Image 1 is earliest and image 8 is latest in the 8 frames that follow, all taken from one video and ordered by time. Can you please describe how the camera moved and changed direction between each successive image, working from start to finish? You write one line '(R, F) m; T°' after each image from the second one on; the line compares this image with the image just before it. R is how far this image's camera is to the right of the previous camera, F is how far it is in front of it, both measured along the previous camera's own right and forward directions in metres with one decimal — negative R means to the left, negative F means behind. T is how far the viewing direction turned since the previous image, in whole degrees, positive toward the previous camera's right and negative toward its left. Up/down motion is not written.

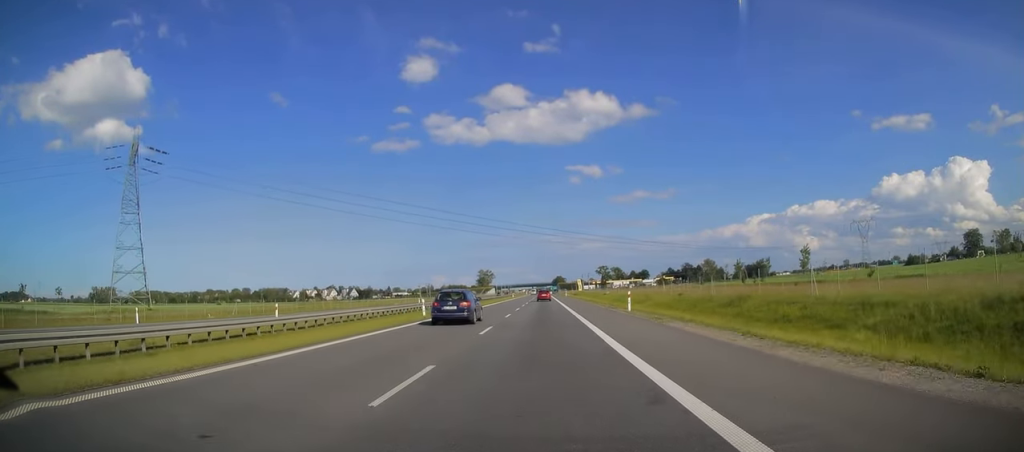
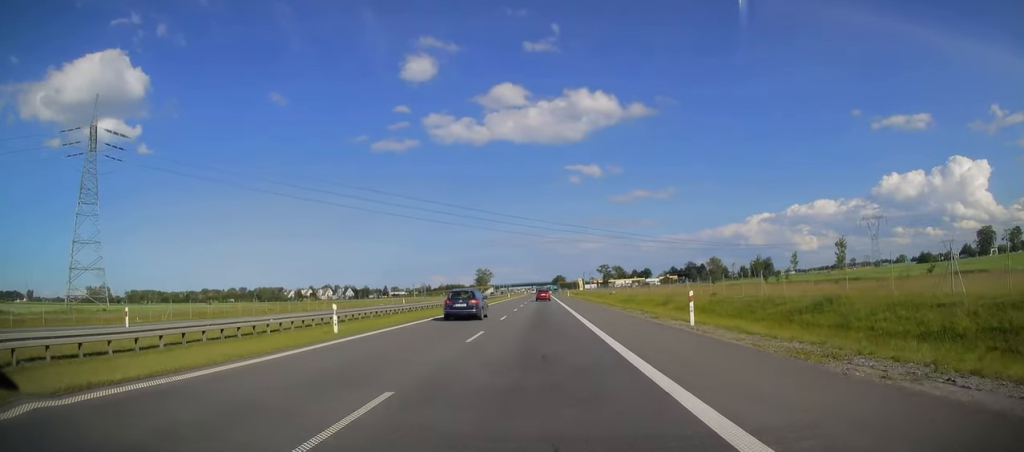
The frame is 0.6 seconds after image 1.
(-0.1, +15.0) m; 0°
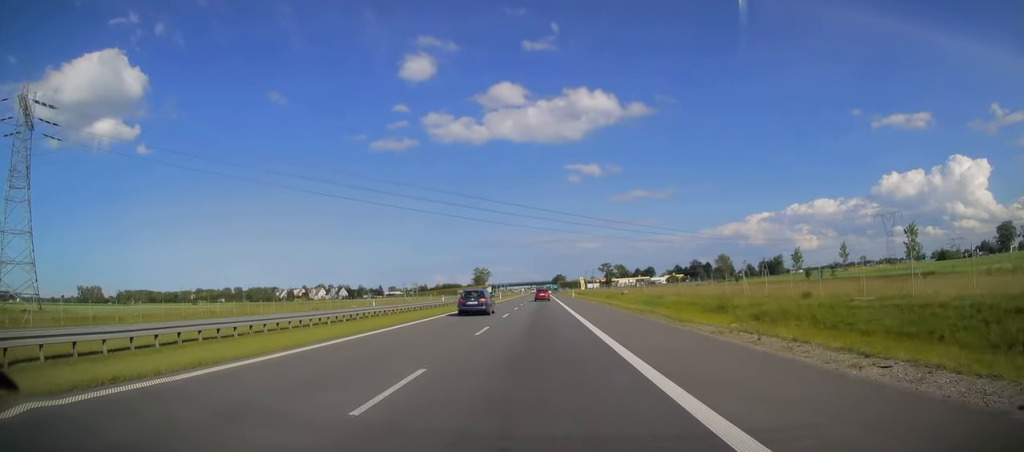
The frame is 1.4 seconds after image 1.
(+0.1, +21.5) m; 0°
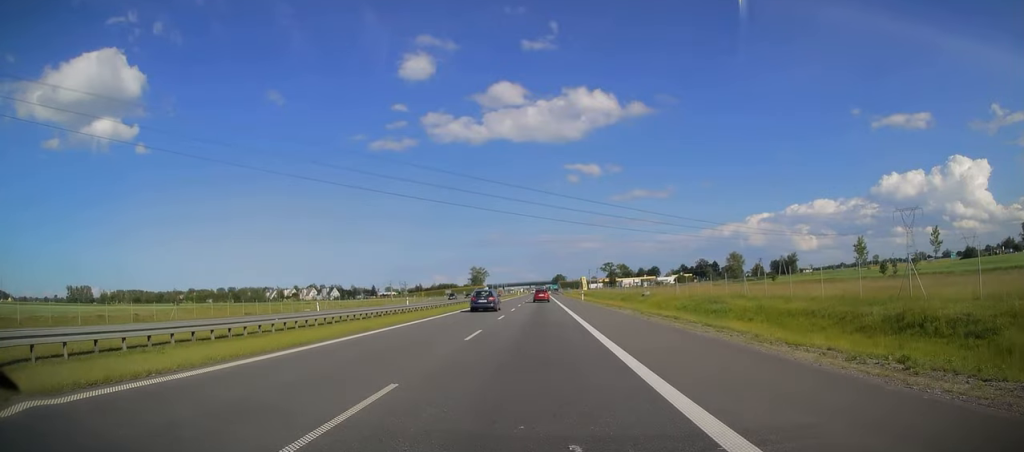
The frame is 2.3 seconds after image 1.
(+0.1, +25.6) m; 0°
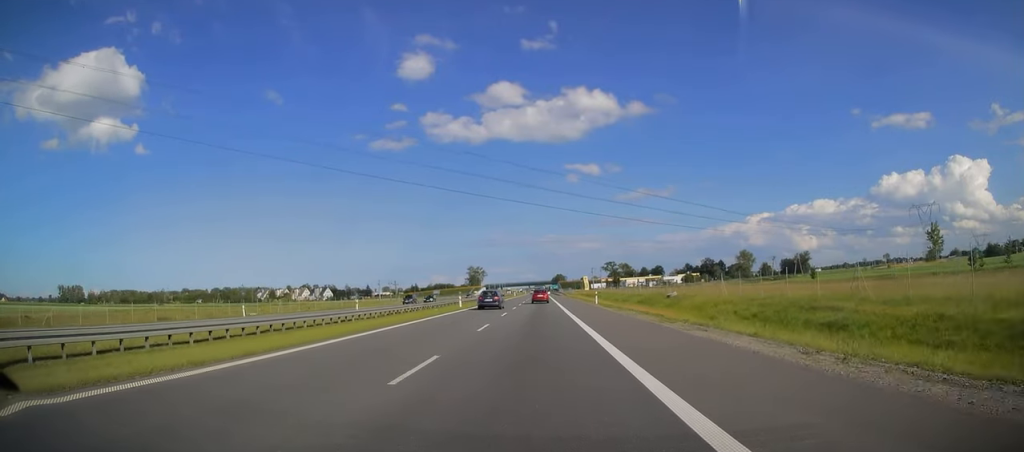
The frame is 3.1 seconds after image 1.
(-0.1, +20.0) m; 0°
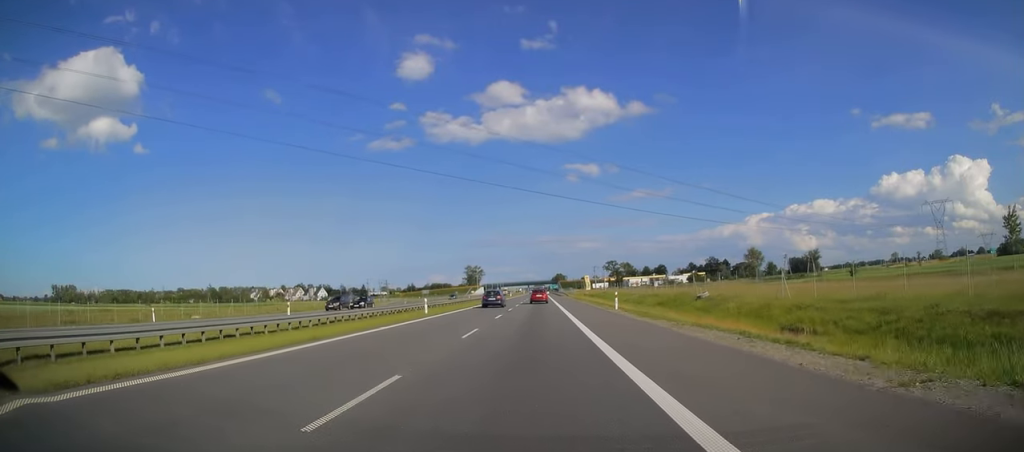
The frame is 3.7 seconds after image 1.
(-0.1, +15.1) m; 0°
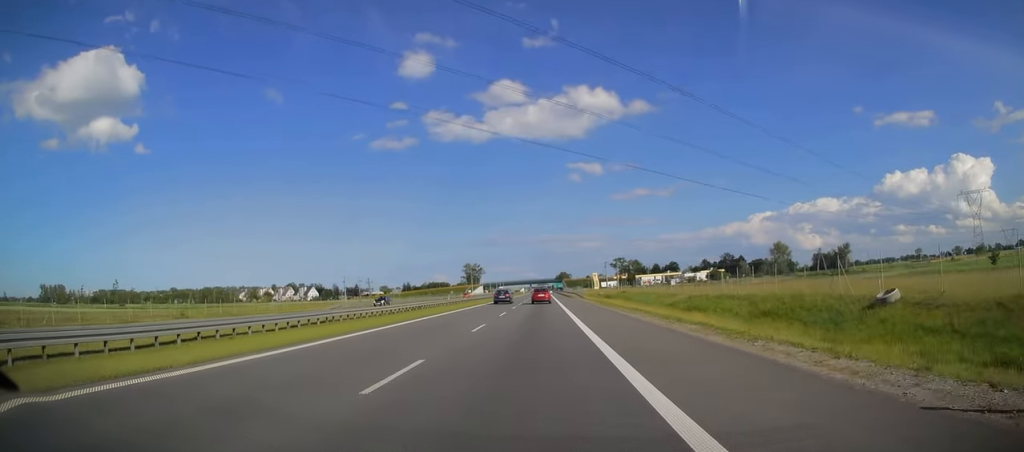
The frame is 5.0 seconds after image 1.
(+0.1, +33.8) m; 0°
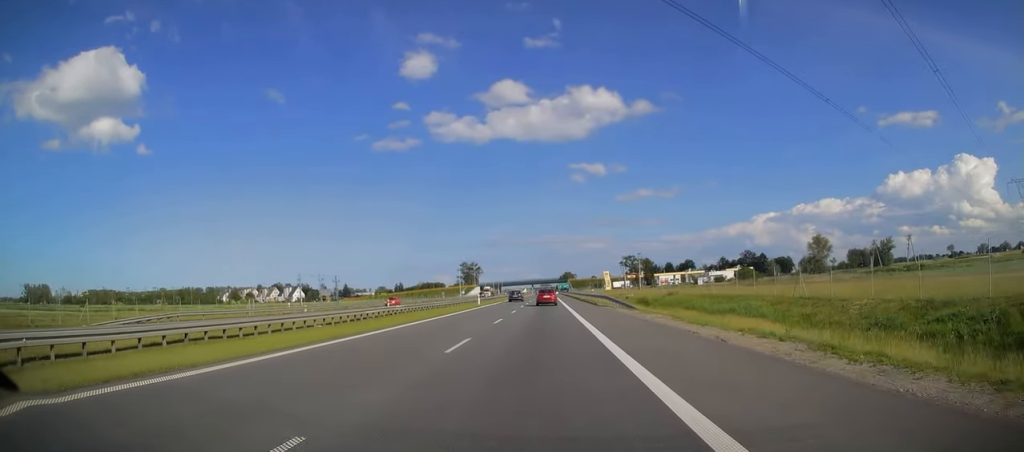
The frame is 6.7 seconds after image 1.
(+0.1, +42.5) m; 0°
